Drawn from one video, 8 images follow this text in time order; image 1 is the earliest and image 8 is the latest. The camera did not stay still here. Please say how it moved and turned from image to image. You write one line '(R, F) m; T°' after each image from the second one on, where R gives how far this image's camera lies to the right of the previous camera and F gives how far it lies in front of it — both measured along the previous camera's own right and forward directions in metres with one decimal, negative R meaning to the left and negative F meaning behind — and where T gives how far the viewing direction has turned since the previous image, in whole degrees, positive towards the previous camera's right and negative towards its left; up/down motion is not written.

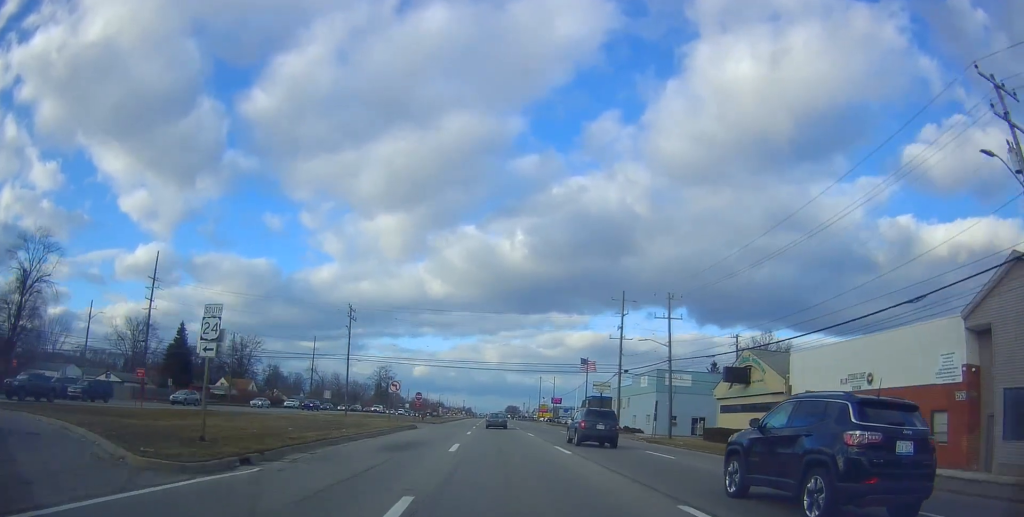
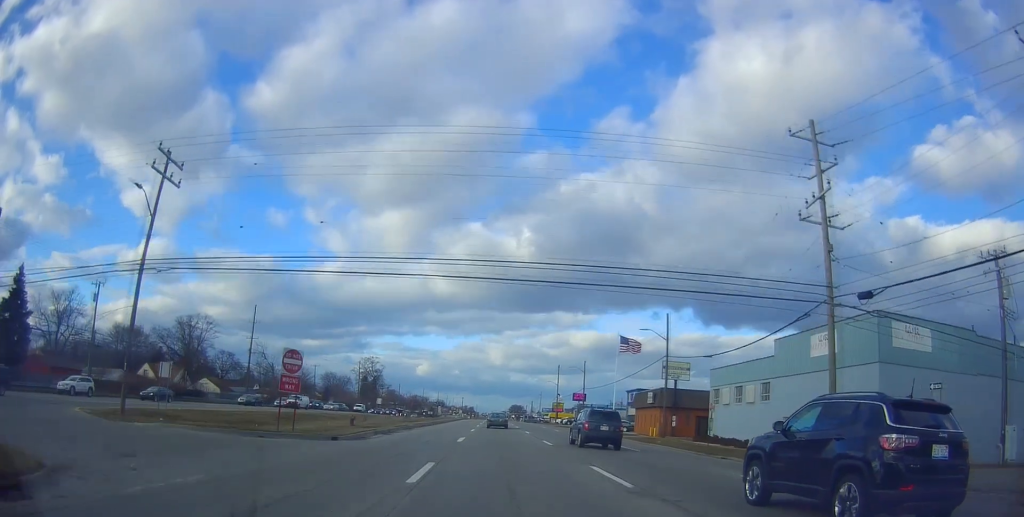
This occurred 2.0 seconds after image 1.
(+1.4, +41.5) m; +1°
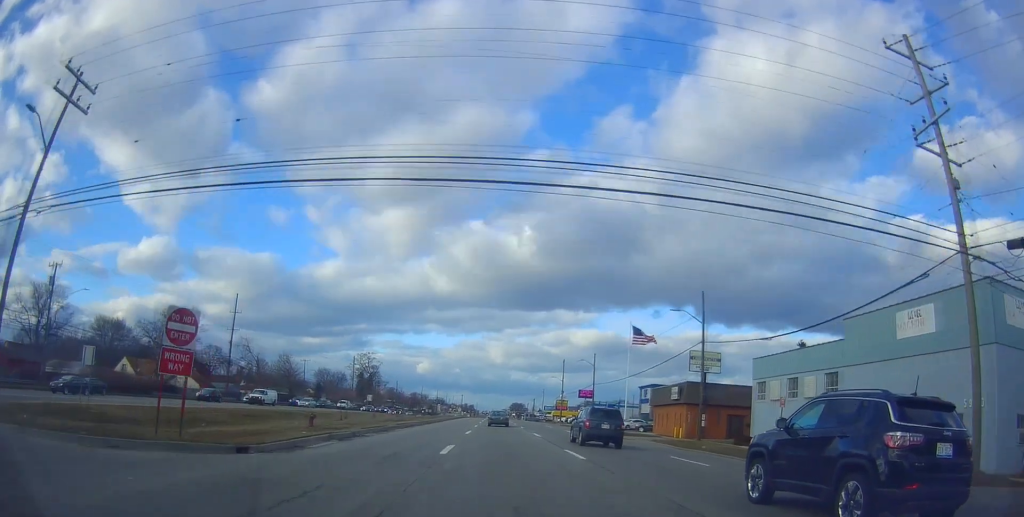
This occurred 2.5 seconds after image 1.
(-0.3, +8.7) m; 0°
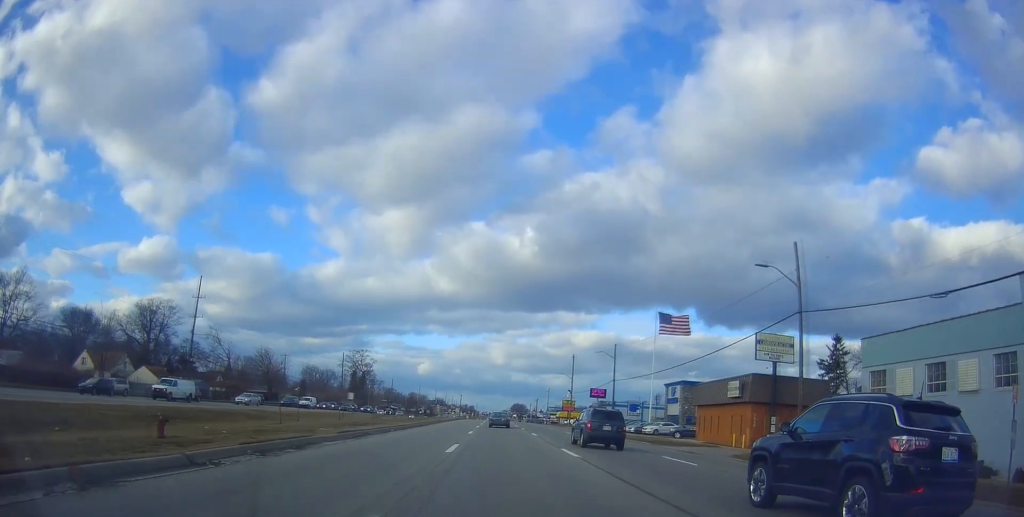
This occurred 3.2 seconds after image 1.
(-0.2, +14.1) m; 0°
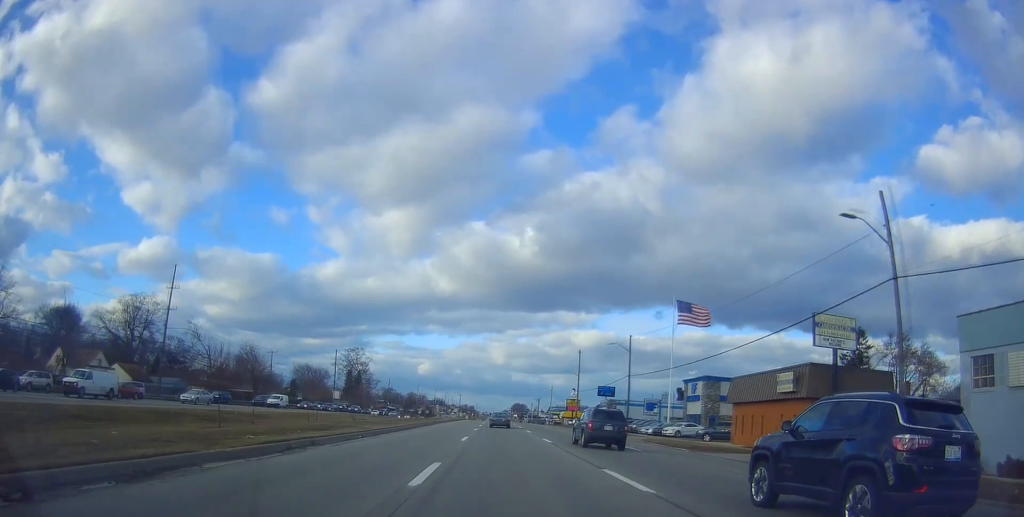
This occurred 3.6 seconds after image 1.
(+0.3, +8.0) m; 0°
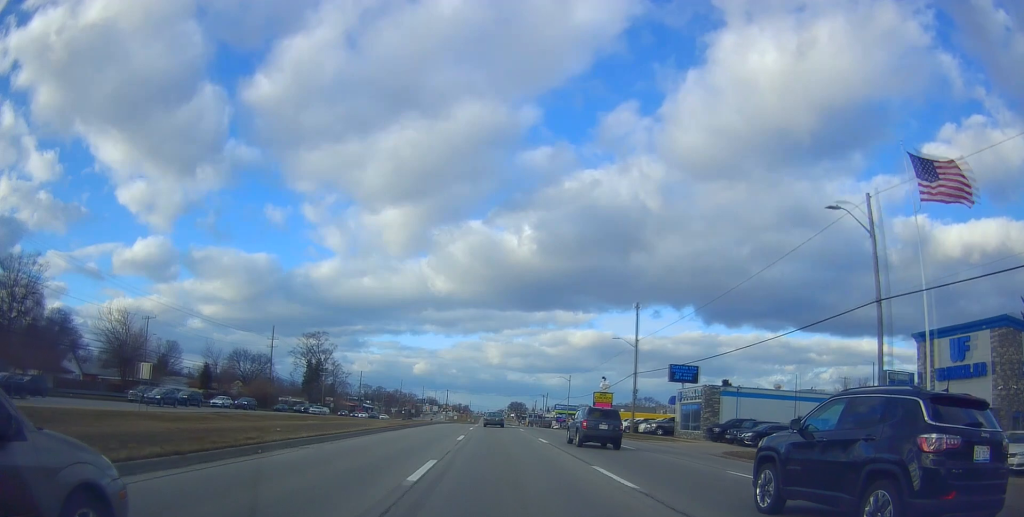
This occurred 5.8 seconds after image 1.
(-0.5, +45.0) m; +1°
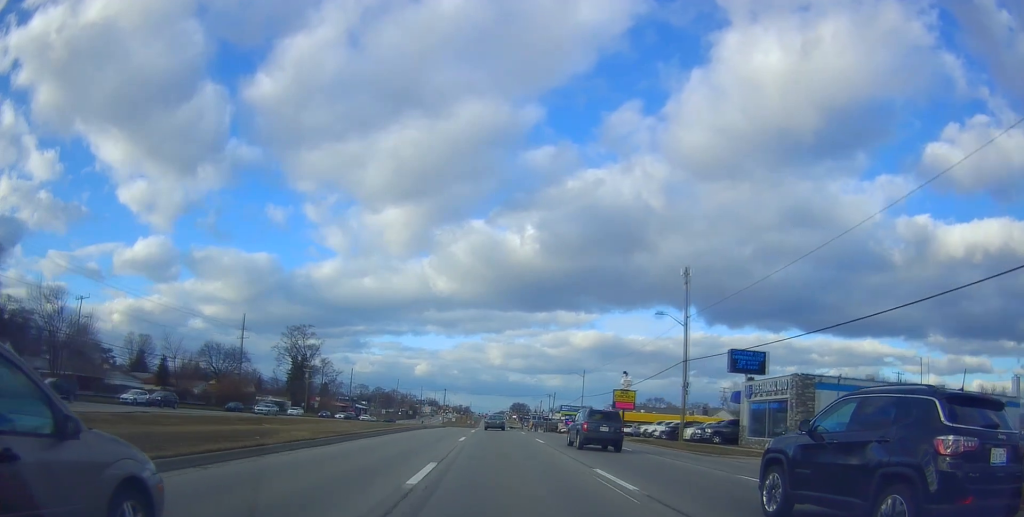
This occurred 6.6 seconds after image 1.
(+0.3, +15.4) m; 0°
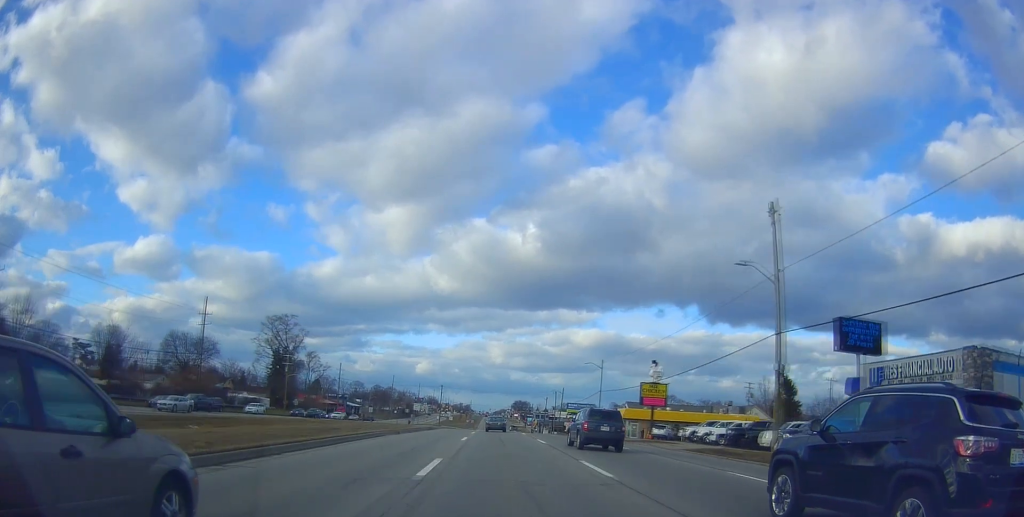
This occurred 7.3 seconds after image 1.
(-0.2, +15.4) m; 0°
